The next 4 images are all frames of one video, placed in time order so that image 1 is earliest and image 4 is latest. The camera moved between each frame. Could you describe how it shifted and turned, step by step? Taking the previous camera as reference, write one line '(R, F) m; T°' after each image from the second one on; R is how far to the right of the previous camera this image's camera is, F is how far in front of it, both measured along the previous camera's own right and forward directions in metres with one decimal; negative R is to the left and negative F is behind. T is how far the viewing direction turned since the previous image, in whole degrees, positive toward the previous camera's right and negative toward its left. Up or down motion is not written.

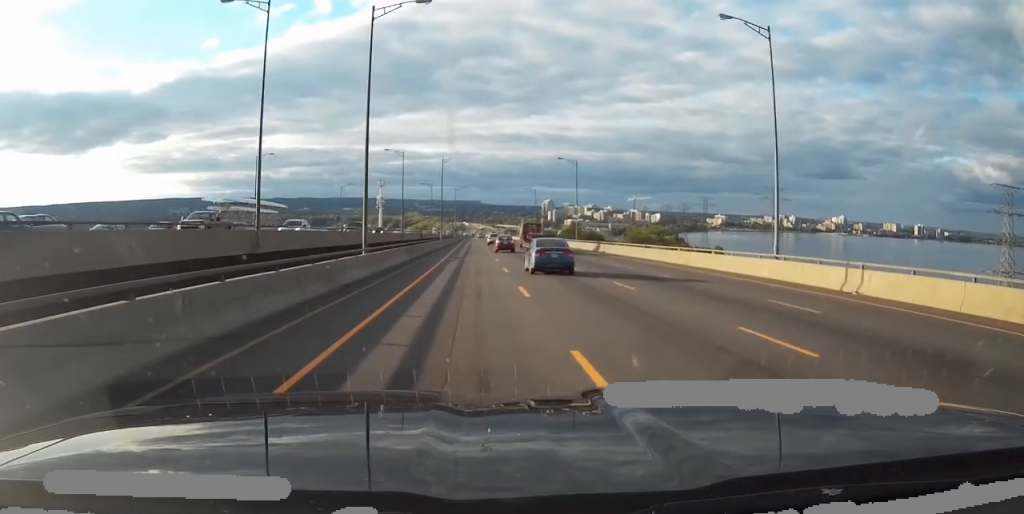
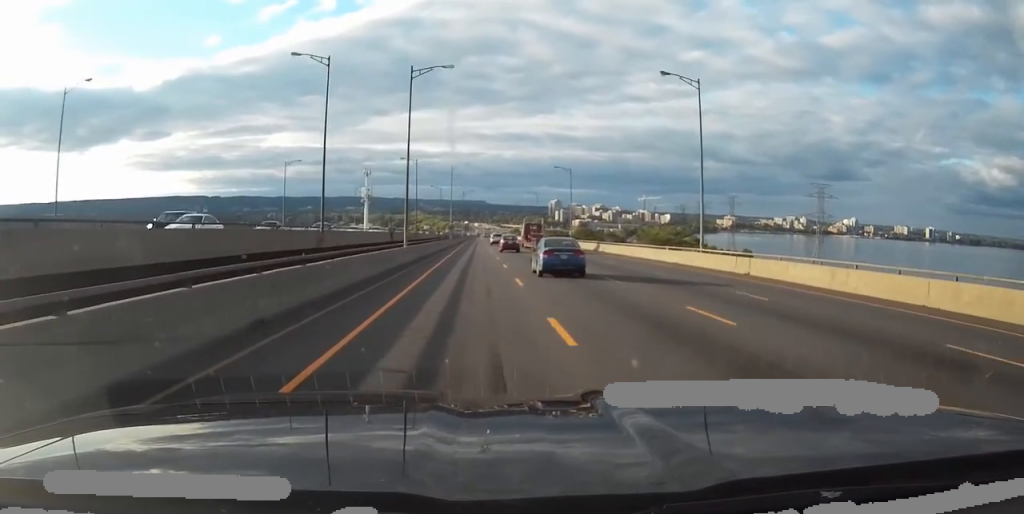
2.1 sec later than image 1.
(-0.2, +57.6) m; 0°
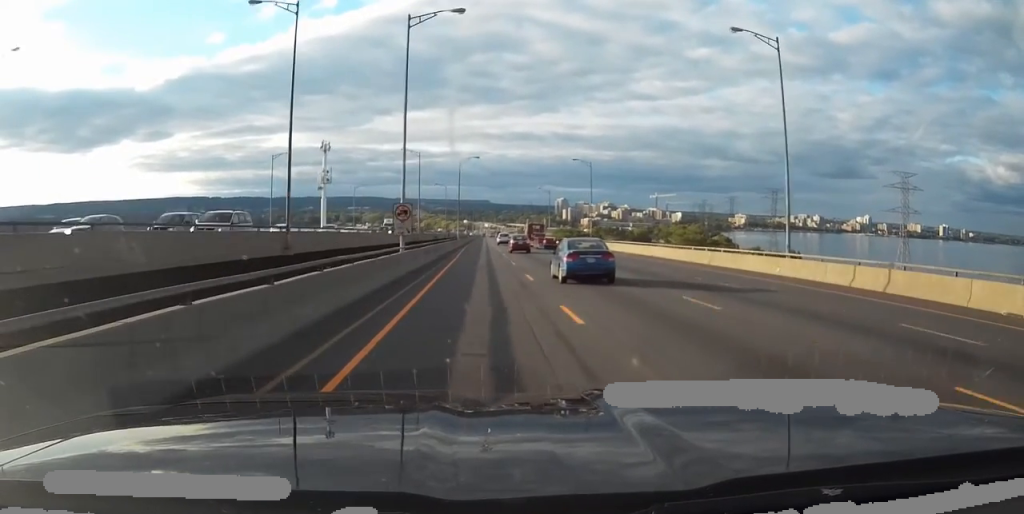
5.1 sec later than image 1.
(-0.4, +83.4) m; 0°
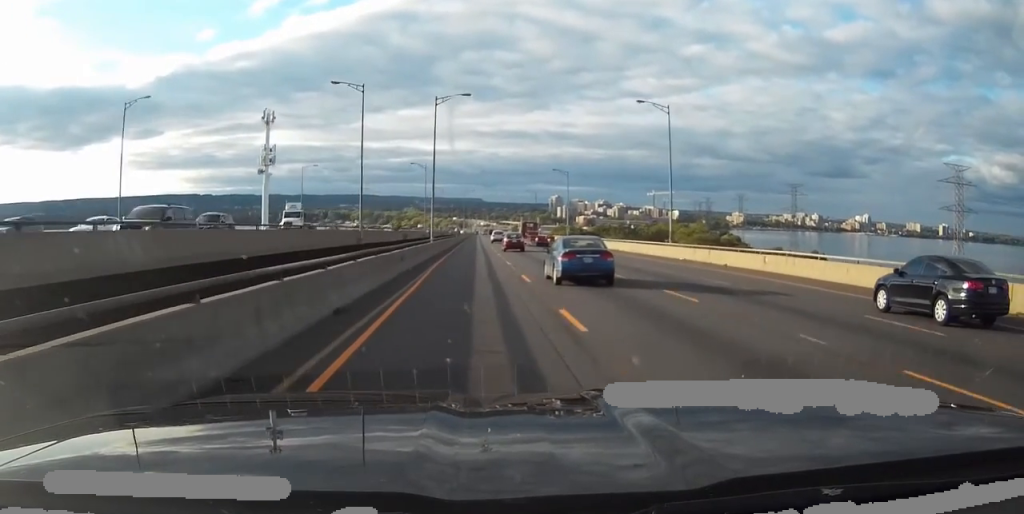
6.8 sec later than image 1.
(+0.6, +48.4) m; +1°
